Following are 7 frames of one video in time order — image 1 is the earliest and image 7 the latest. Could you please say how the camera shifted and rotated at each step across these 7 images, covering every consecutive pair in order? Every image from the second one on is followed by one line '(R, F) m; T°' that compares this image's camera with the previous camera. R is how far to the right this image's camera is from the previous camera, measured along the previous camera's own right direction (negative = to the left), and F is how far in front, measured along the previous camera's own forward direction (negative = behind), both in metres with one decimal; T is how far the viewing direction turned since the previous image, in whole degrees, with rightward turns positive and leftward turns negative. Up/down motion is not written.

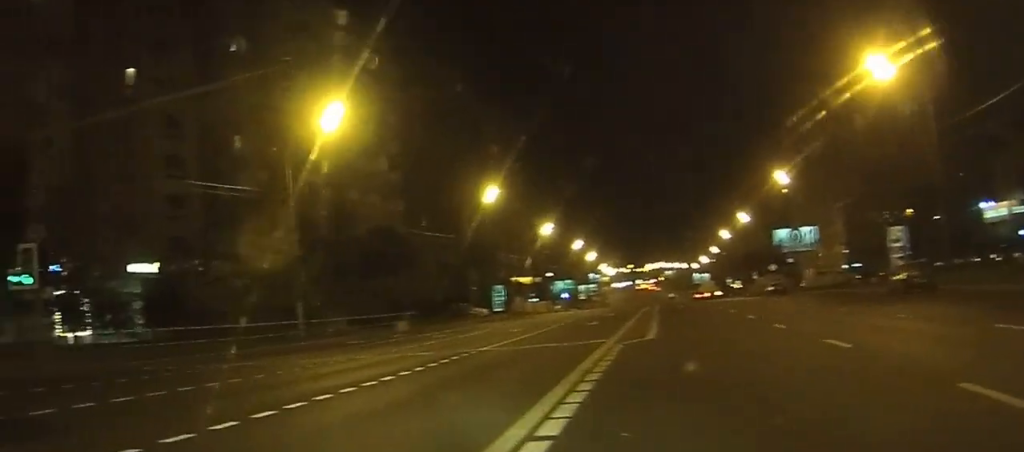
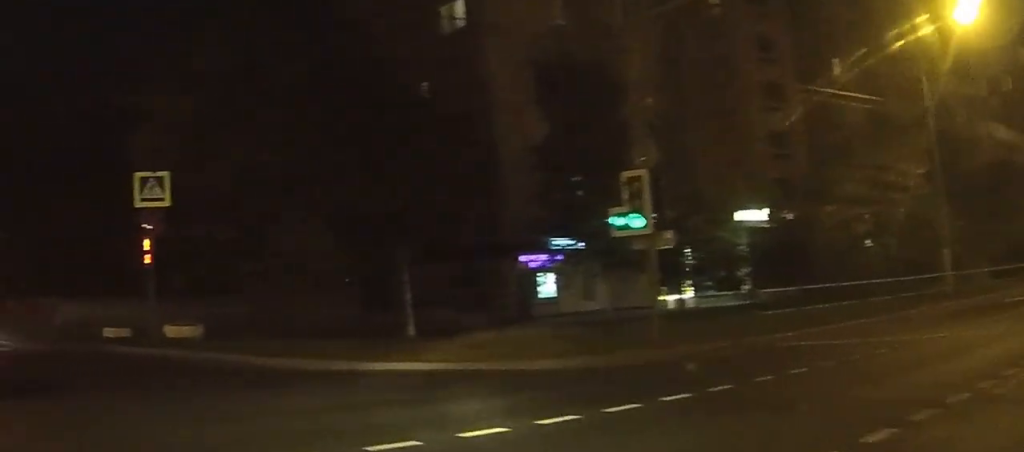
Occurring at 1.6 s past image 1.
(-1.5, +6.2) m; -27°
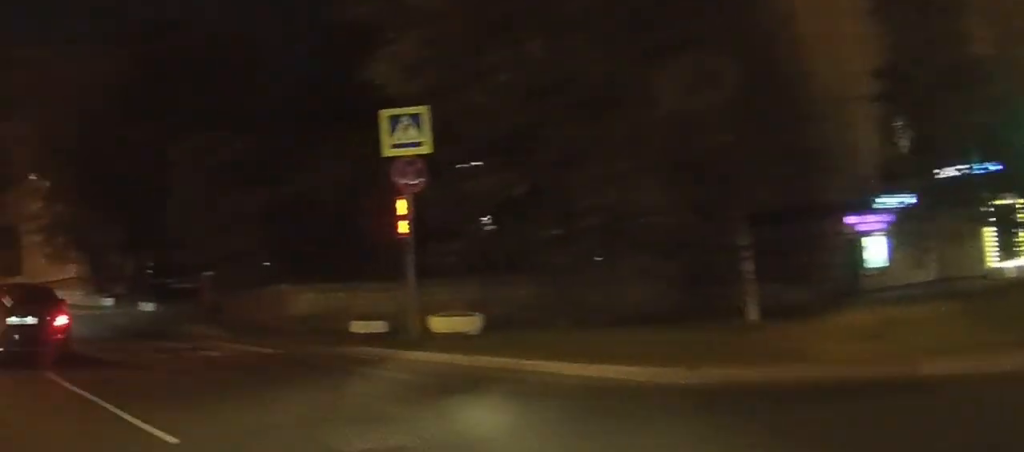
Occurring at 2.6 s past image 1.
(-0.7, +5.3) m; -14°
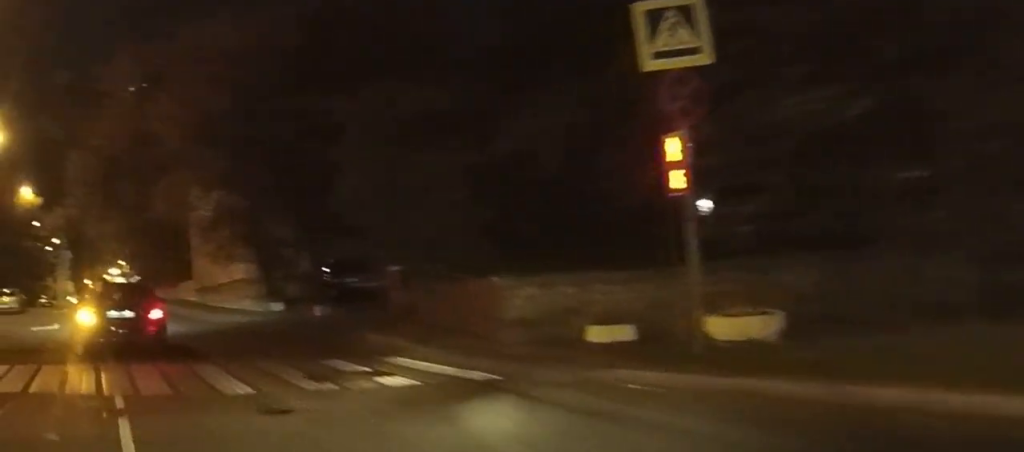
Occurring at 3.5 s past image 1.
(-0.5, +5.6) m; -9°
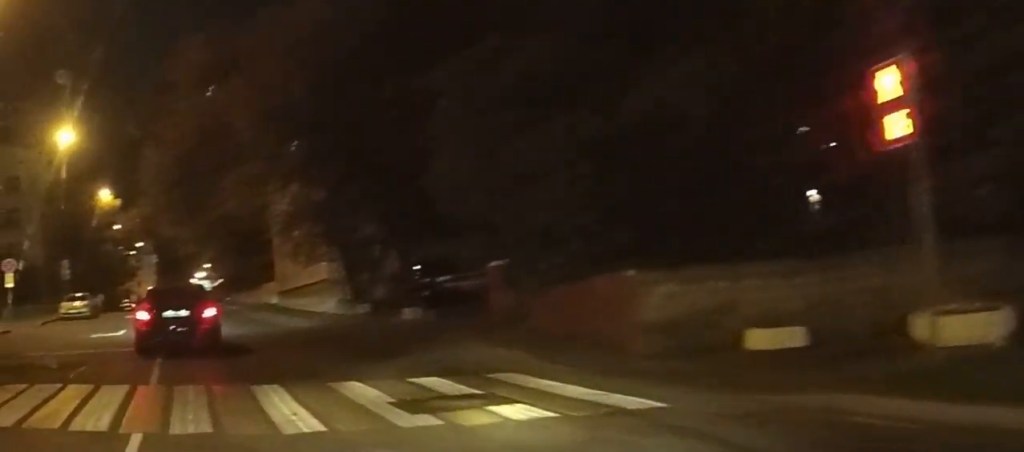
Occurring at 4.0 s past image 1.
(-0.2, +3.2) m; -3°
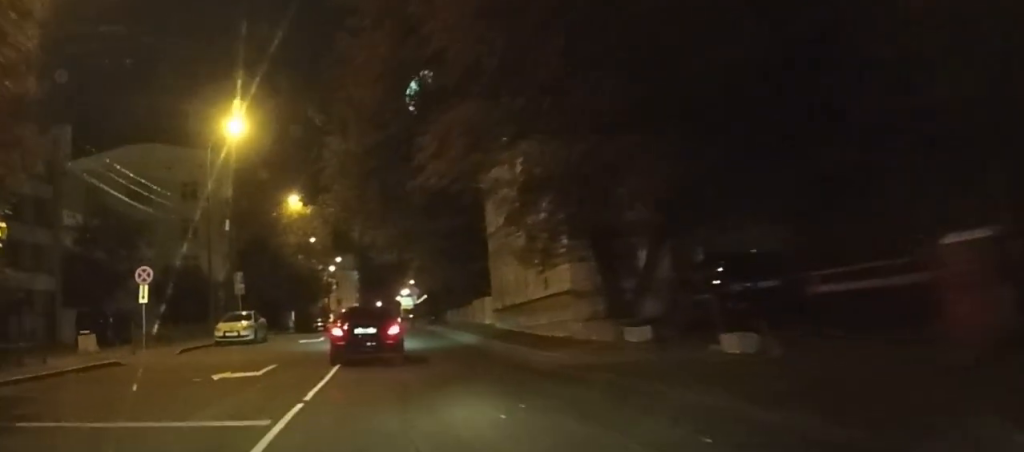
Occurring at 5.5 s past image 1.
(-0.9, +10.8) m; -13°
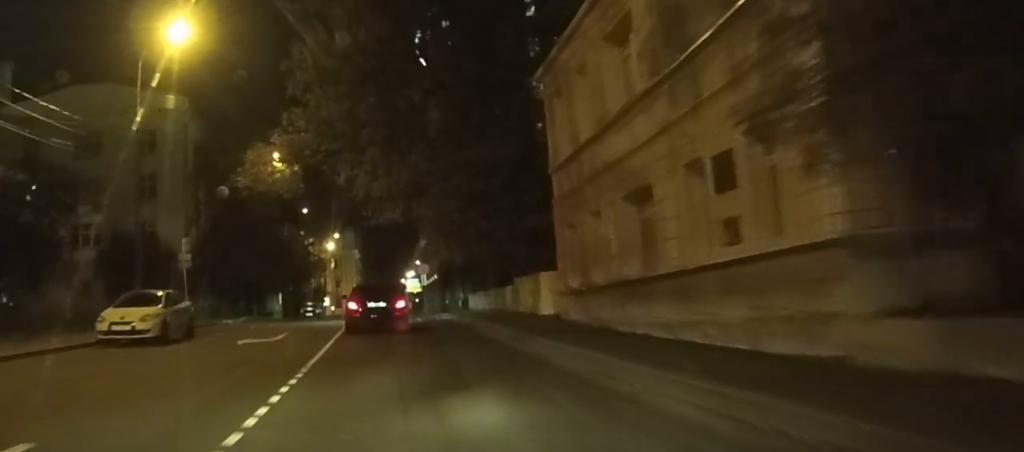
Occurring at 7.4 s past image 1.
(-1.6, +15.3) m; -8°
